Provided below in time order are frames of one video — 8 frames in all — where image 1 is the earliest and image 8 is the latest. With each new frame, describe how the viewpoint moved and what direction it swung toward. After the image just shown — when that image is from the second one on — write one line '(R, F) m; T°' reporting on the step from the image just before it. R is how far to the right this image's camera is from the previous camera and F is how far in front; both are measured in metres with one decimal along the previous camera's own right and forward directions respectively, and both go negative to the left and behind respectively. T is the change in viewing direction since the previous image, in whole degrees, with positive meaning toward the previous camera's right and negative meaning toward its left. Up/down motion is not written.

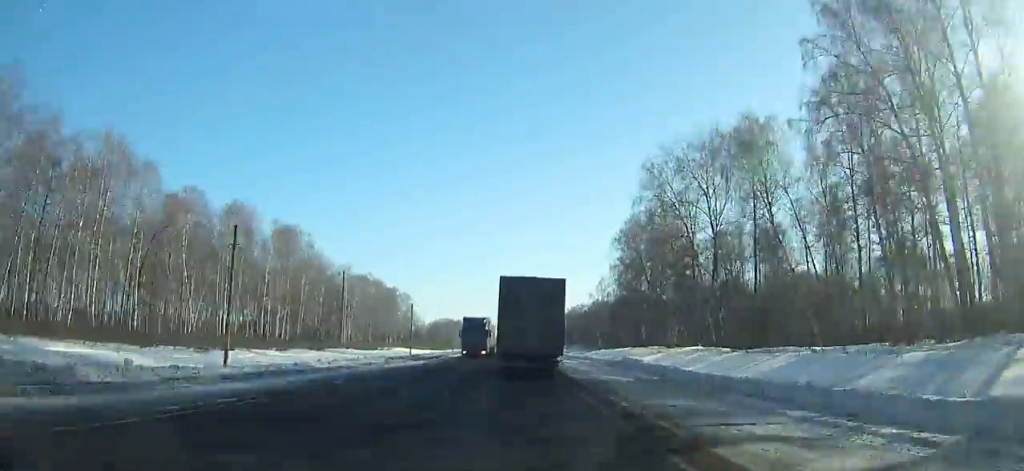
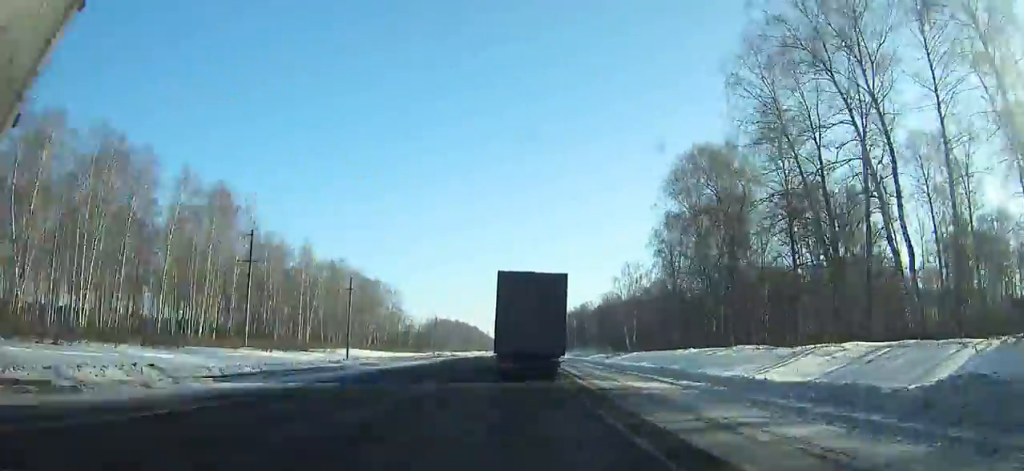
(-0.1, +36.8) m; 0°
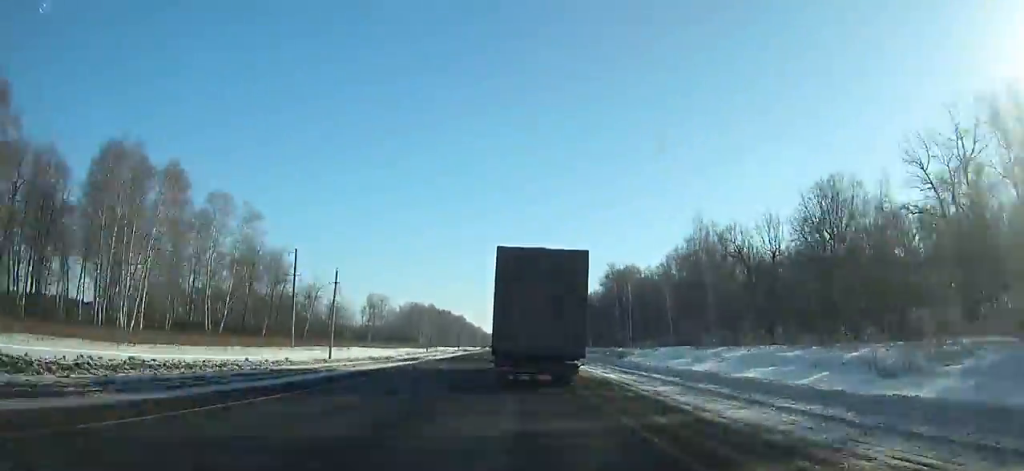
(+0.2, +128.8) m; 0°
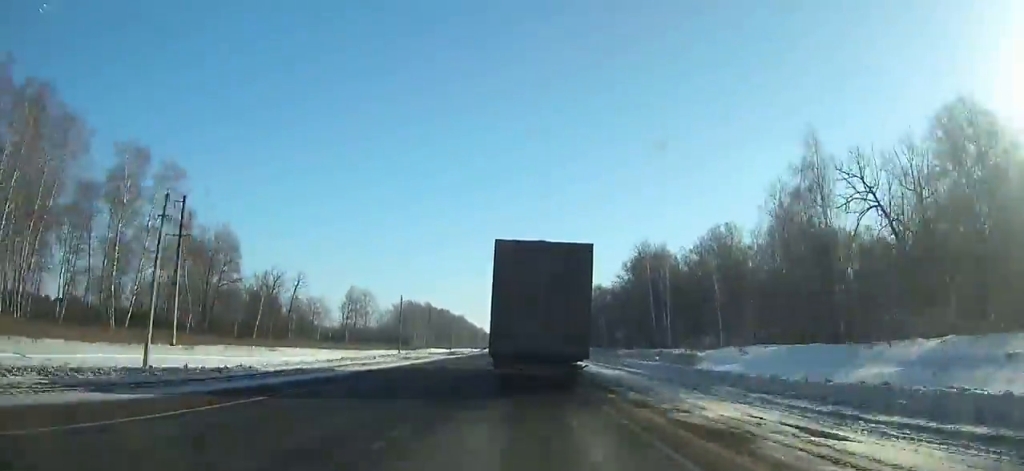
(0.0, +28.9) m; 0°
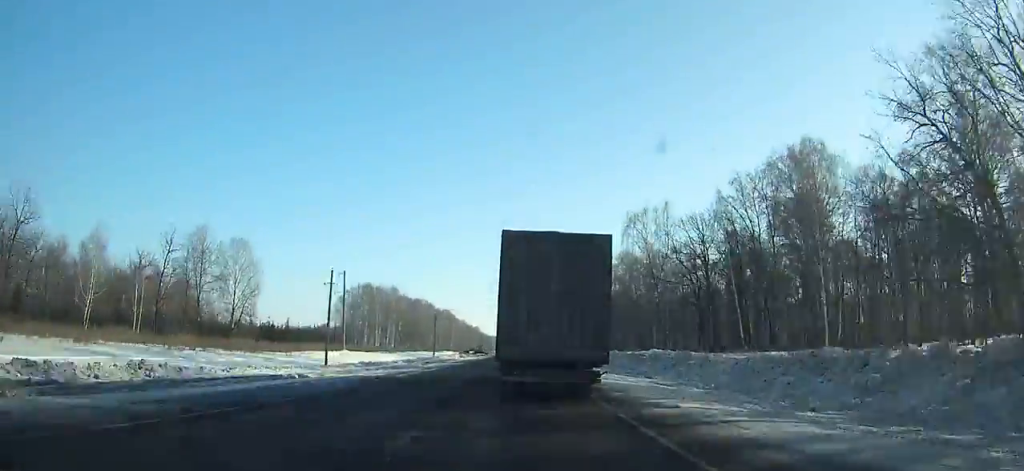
(-0.4, +94.8) m; 0°
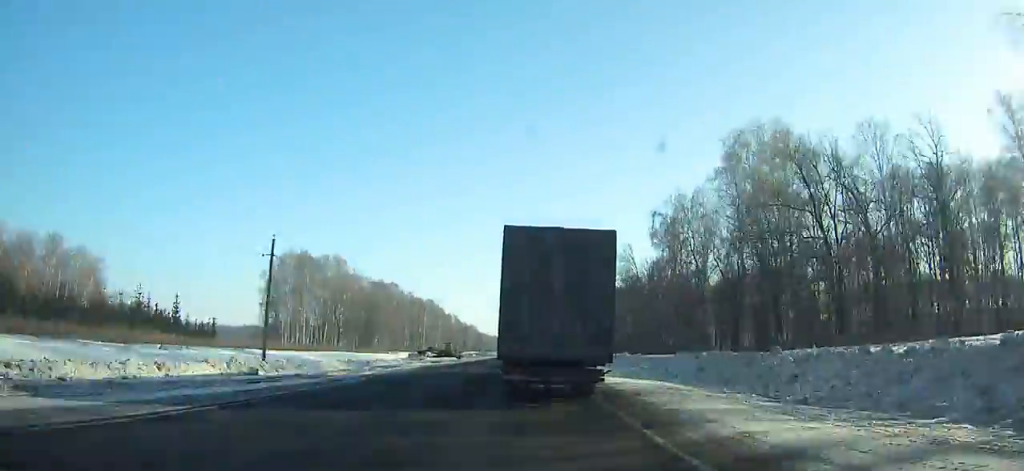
(+0.1, +76.8) m; 0°
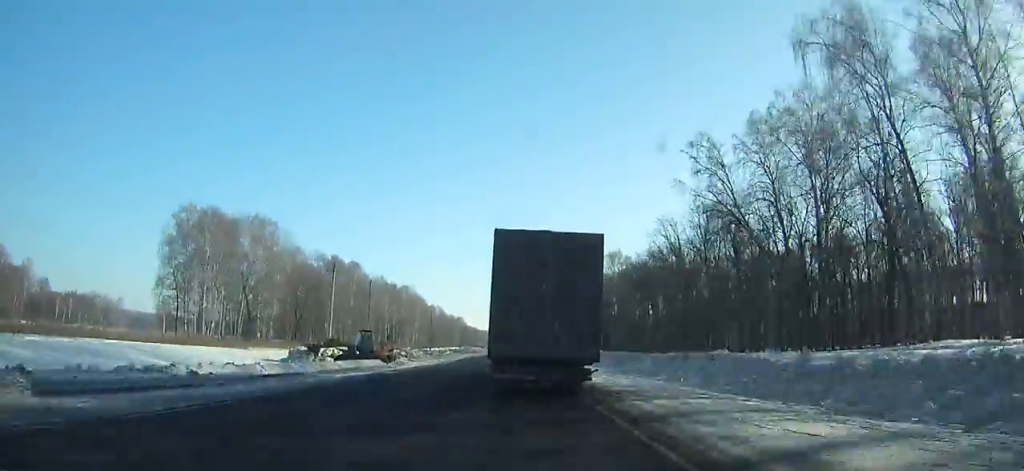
(0.0, +46.1) m; 0°
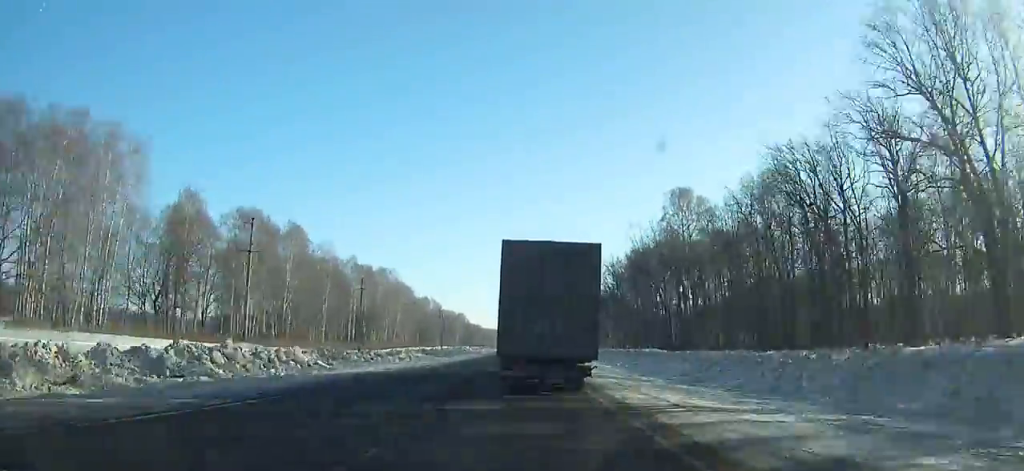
(+0.1, +57.5) m; 0°
